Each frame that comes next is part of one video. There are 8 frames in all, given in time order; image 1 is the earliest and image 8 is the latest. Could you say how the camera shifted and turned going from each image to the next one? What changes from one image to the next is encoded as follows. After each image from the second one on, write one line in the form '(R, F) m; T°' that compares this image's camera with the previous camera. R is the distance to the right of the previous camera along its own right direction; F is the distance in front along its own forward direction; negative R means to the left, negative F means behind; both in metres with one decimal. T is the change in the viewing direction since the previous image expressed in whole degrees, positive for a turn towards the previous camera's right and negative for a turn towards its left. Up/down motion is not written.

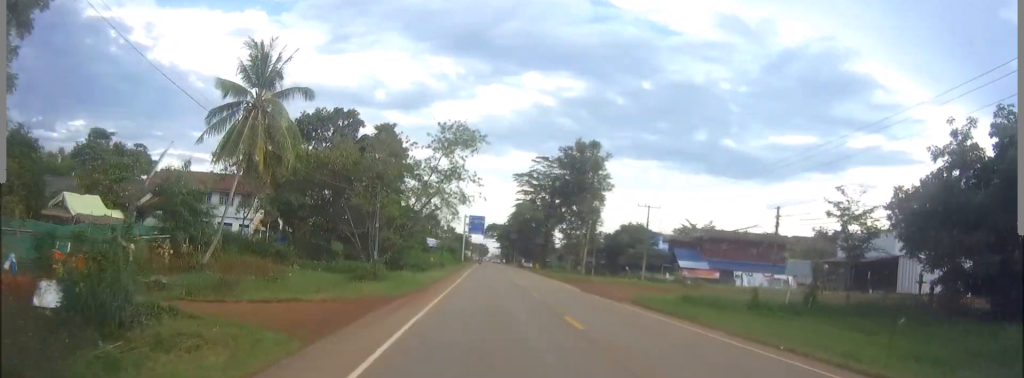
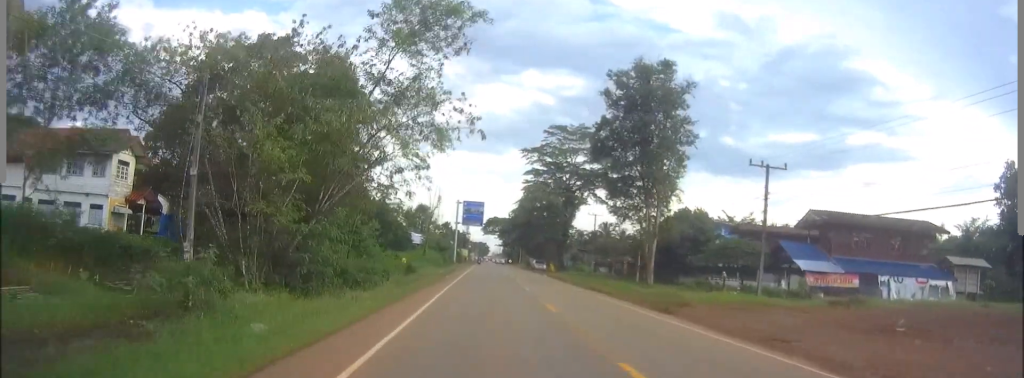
(+0.1, +32.1) m; 0°
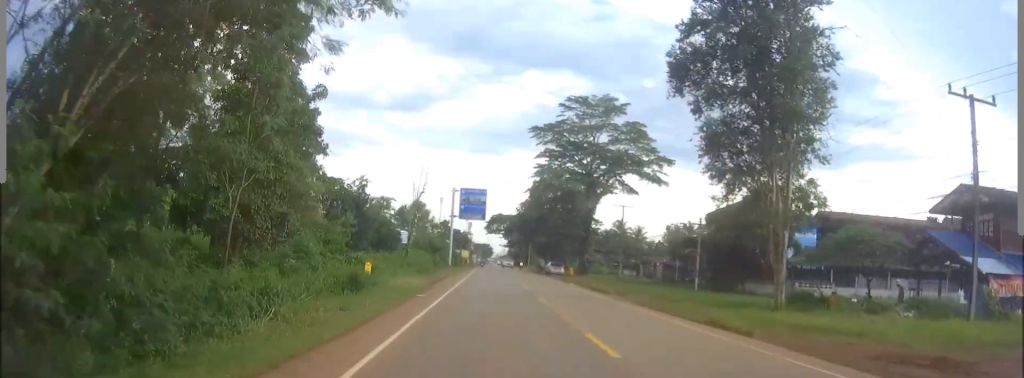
(0.0, +20.6) m; 0°
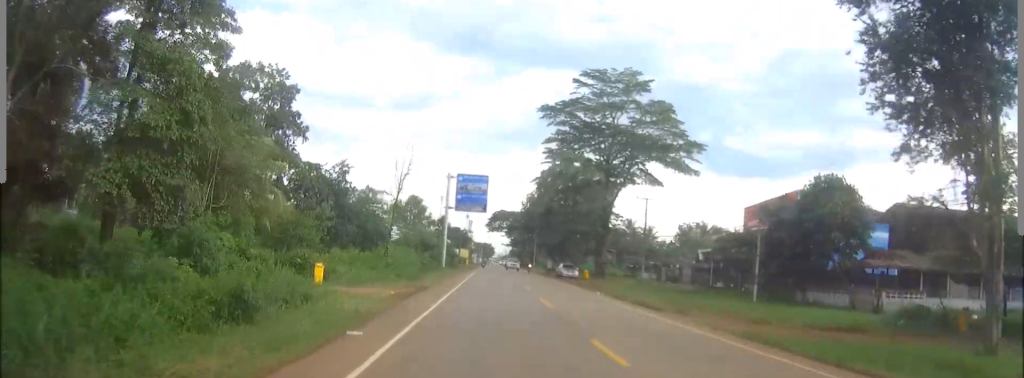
(0.0, +13.4) m; 0°
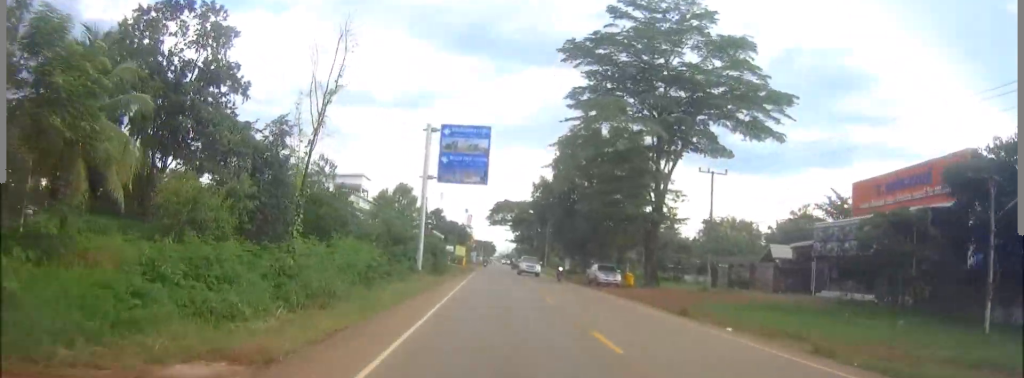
(-0.1, +23.1) m; 0°
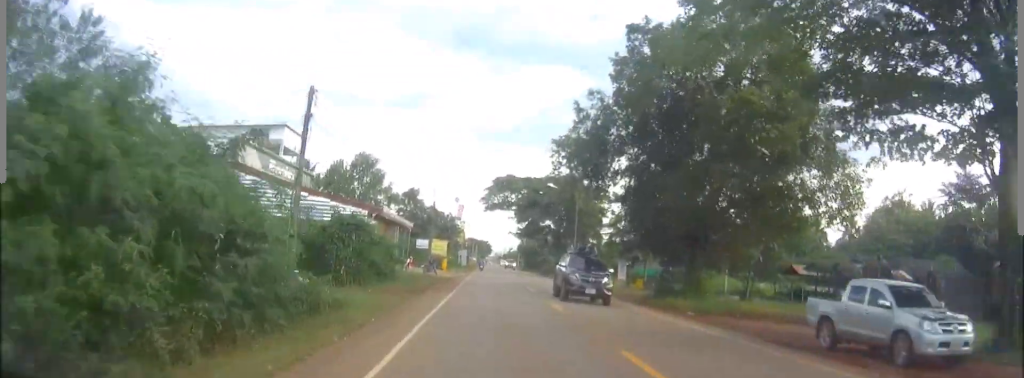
(0.0, +40.2) m; 0°
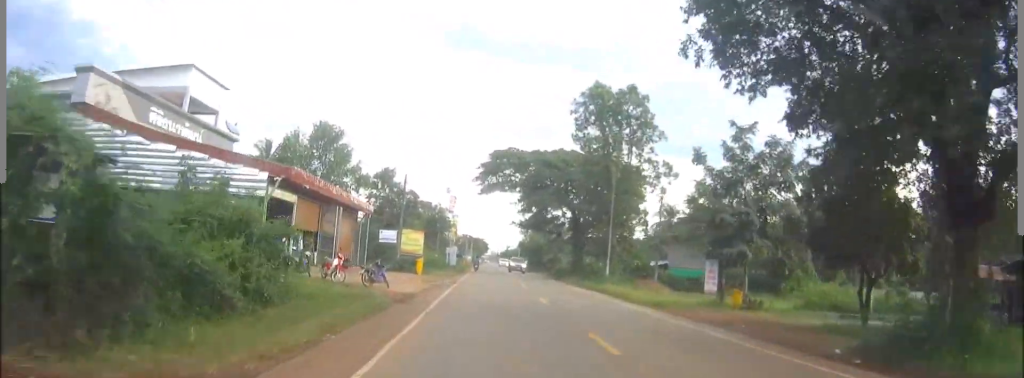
(-0.1, +21.5) m; 0°
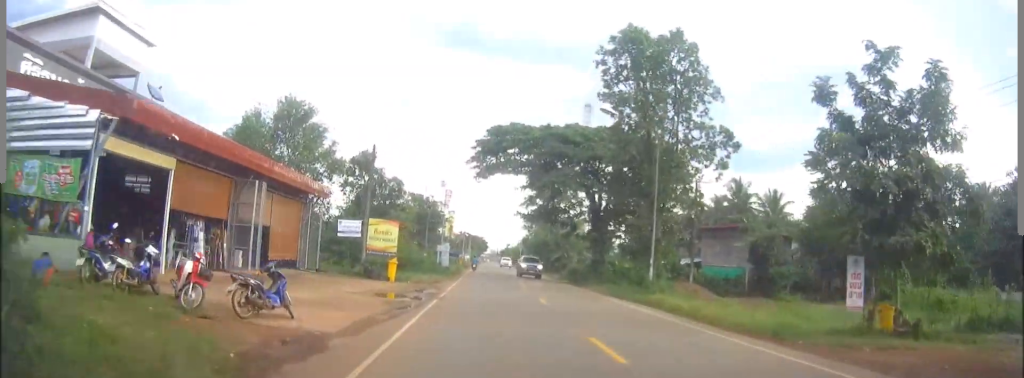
(+0.2, +13.3) m; 0°
